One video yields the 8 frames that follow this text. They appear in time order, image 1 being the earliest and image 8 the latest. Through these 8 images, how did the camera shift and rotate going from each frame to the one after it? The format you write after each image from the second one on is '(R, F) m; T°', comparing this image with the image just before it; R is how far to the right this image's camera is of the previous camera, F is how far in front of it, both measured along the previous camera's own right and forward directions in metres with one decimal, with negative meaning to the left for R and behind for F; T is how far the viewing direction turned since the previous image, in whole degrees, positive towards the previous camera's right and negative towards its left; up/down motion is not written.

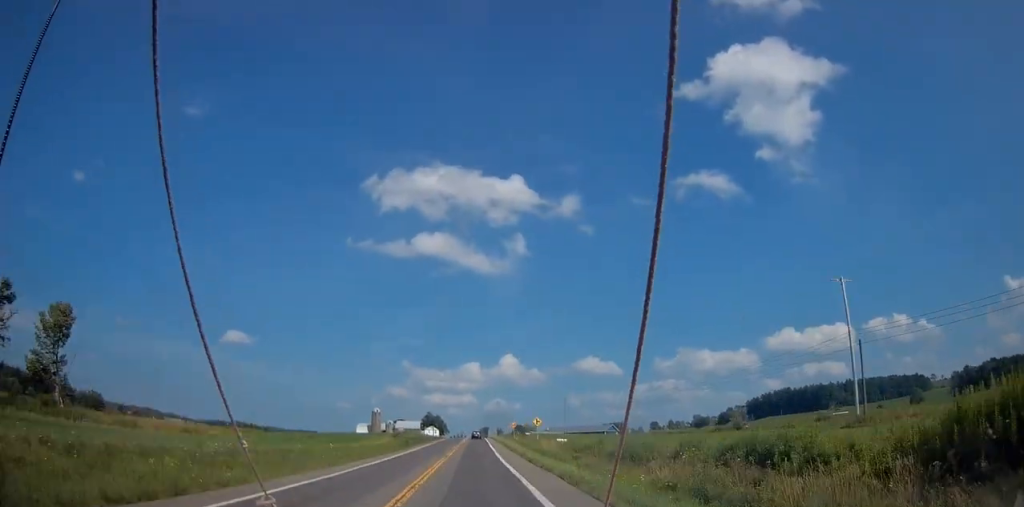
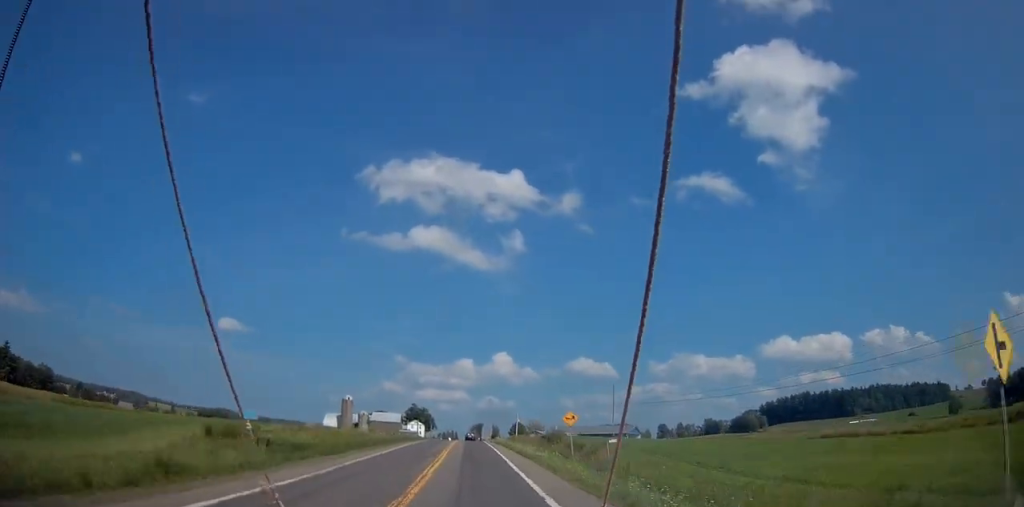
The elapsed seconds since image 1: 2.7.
(0.0, +55.6) m; 0°
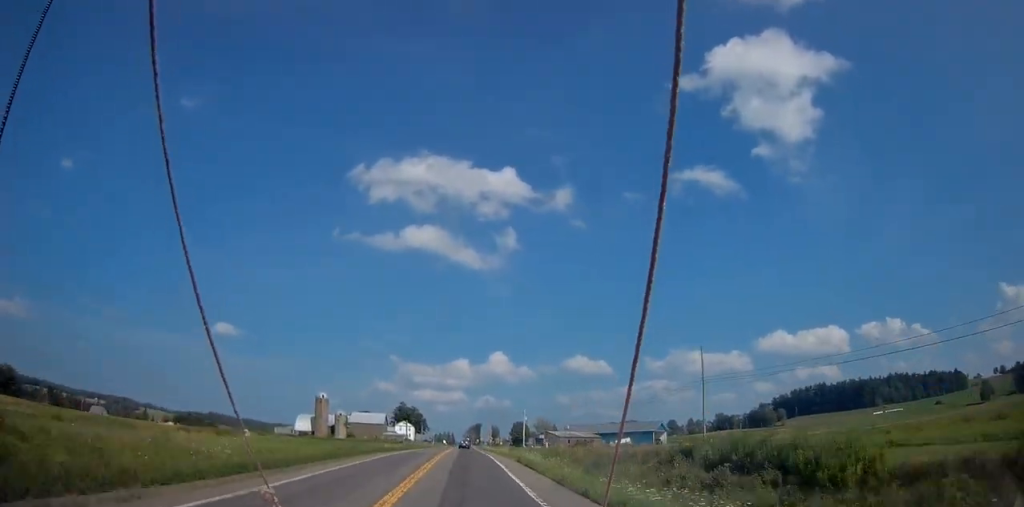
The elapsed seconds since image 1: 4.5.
(+0.1, +38.4) m; 0°
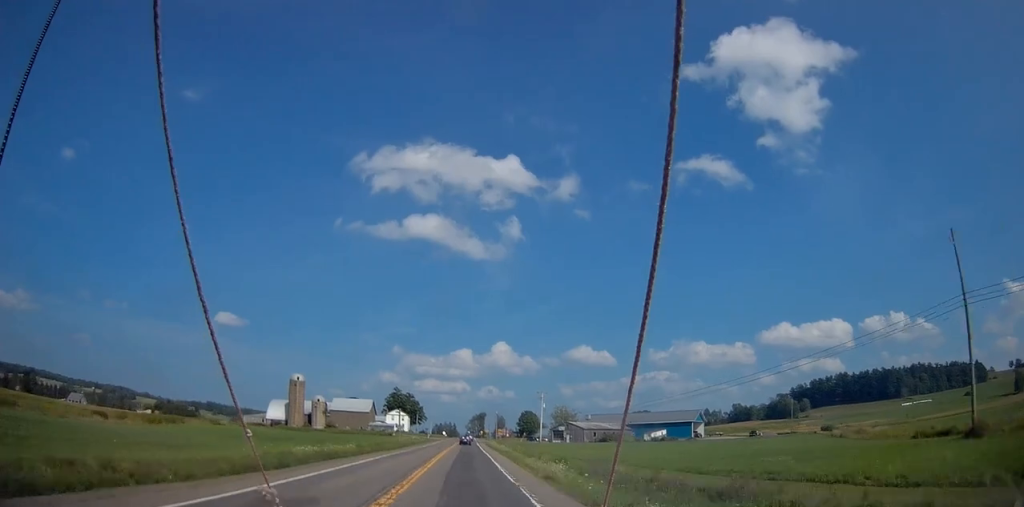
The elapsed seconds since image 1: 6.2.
(+0.2, +35.3) m; 0°
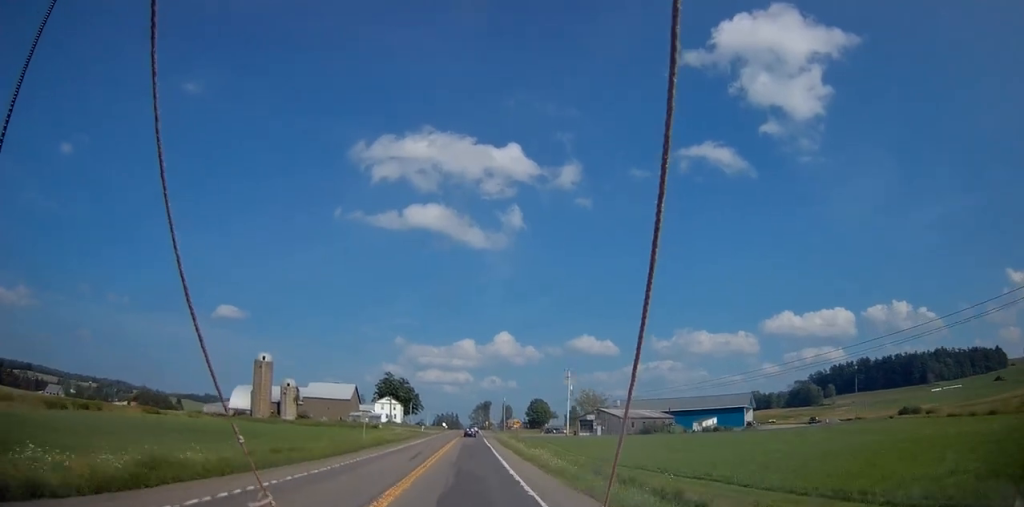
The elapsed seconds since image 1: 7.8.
(-0.1, +33.6) m; 0°
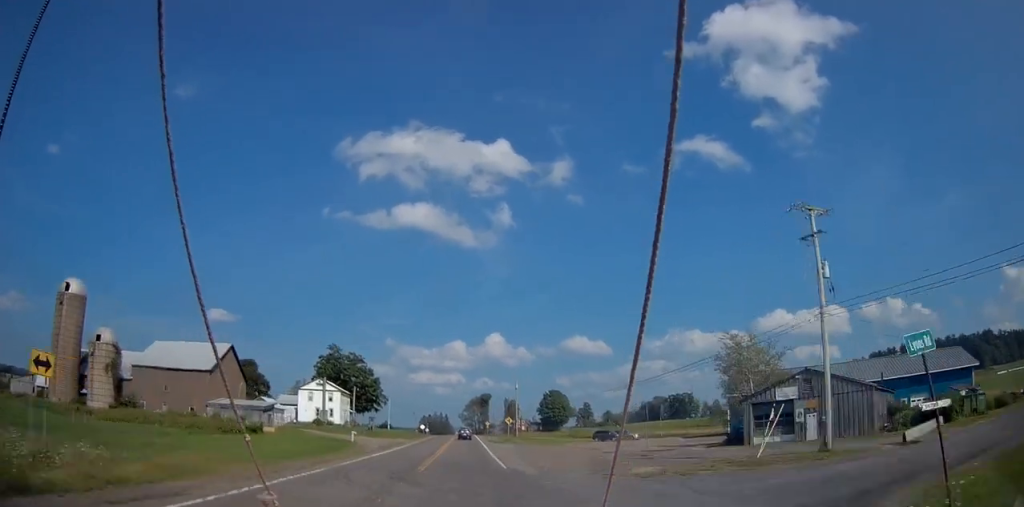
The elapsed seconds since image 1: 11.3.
(-0.1, +77.1) m; 0°
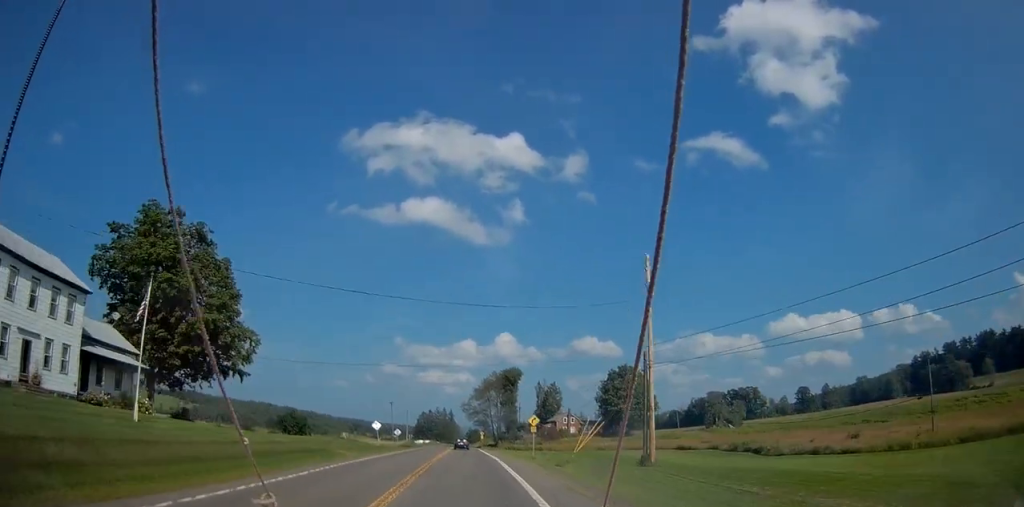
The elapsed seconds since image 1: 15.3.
(+0.1, +85.8) m; 0°
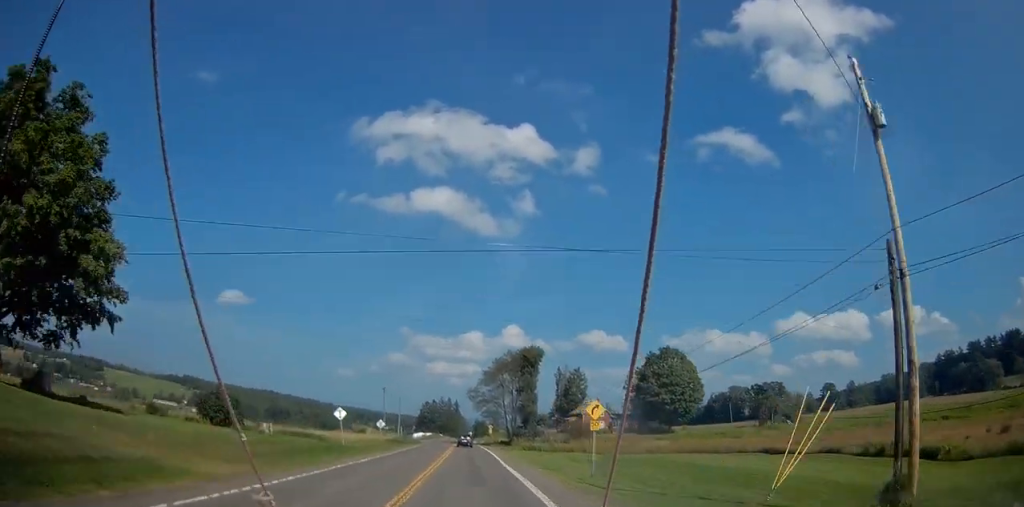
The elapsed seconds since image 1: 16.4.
(+0.1, +23.2) m; 0°
